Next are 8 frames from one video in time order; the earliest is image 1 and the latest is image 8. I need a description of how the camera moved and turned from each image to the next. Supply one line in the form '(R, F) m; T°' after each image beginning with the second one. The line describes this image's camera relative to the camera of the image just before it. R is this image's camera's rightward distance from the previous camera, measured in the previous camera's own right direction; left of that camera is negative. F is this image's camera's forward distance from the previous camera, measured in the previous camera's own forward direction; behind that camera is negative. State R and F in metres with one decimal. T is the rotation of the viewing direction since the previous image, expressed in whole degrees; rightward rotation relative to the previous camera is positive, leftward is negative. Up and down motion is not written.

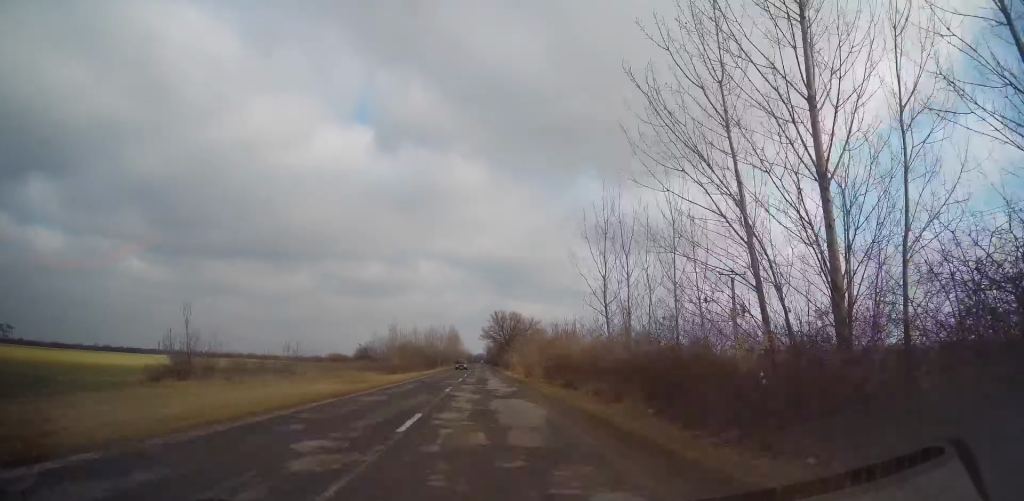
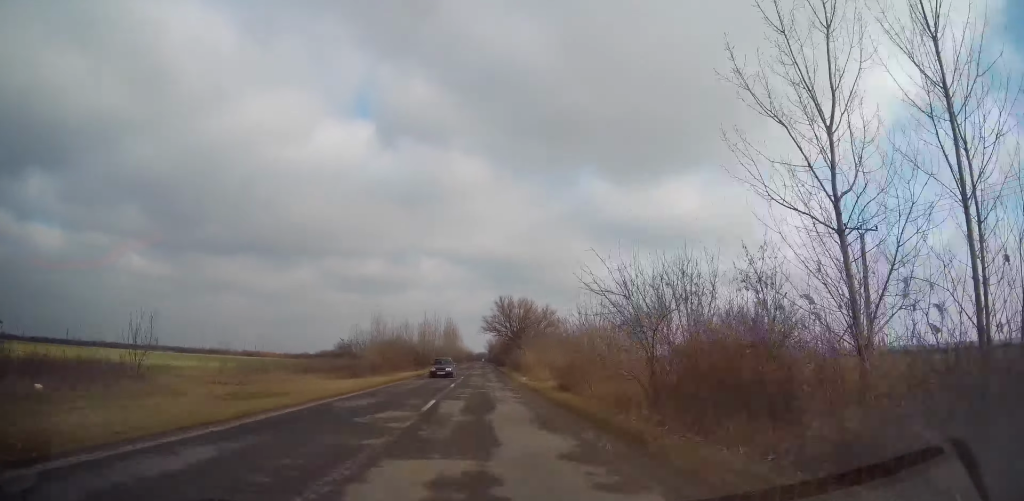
(0.0, +19.6) m; 0°
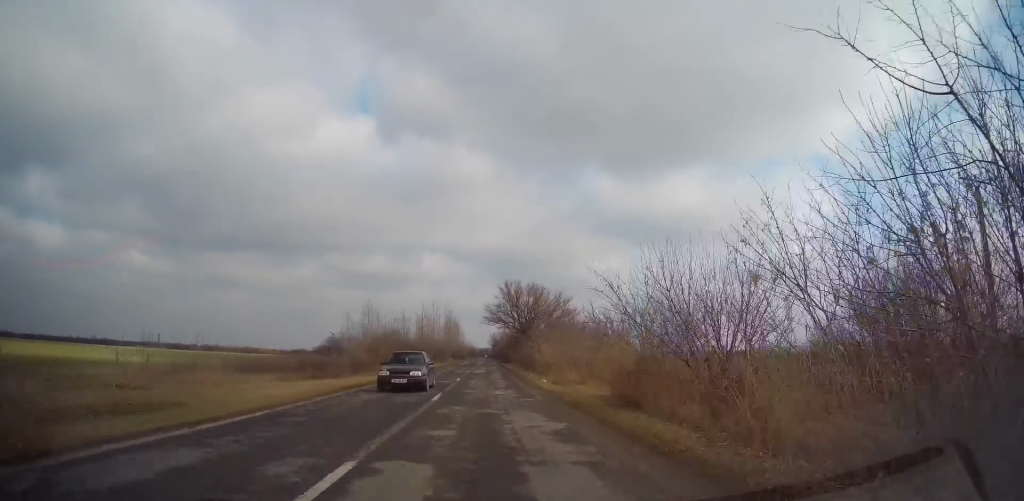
(+0.2, +10.2) m; 0°
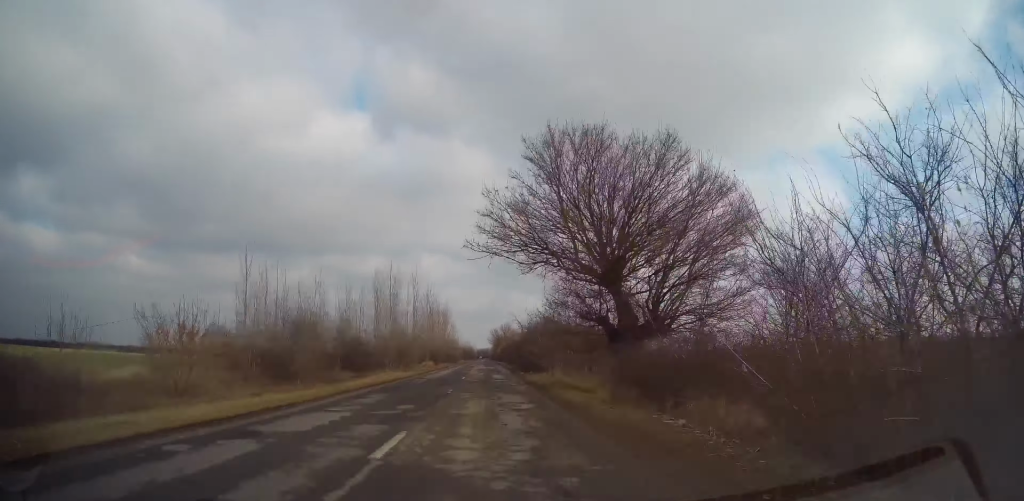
(-0.8, +43.6) m; -1°
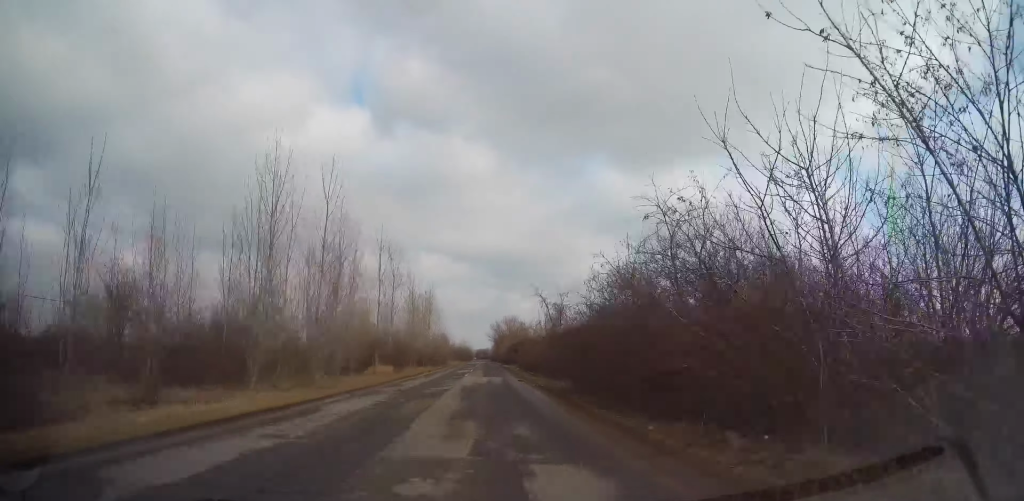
(+0.1, +31.4) m; 0°
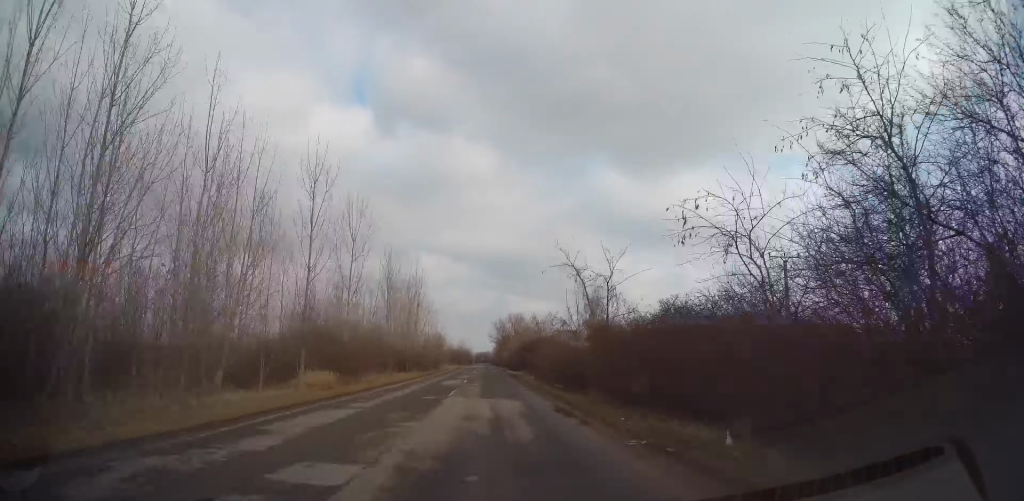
(0.0, +15.4) m; +1°
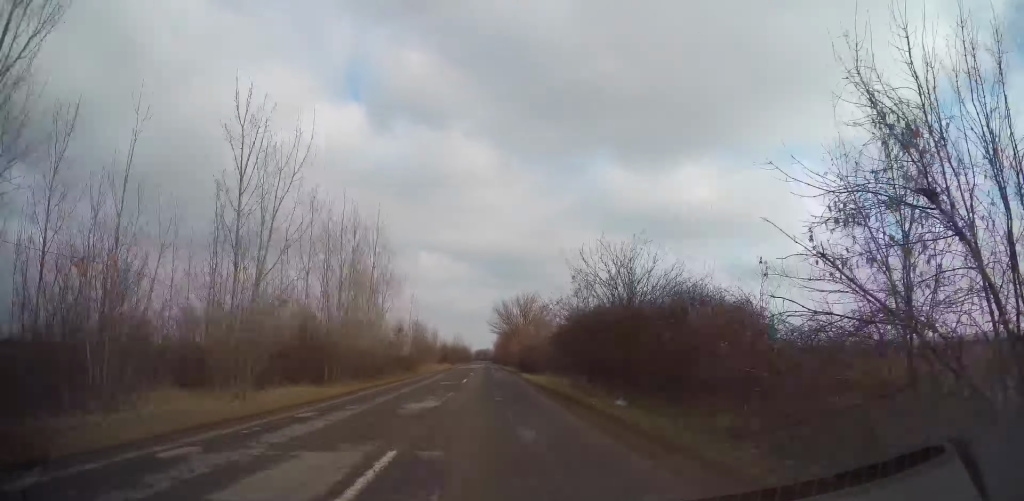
(+0.3, +26.0) m; +1°
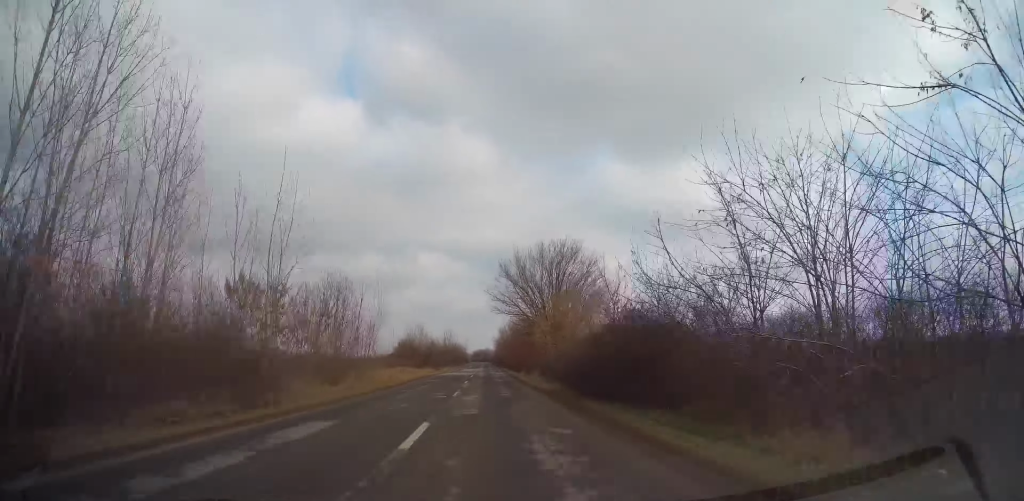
(-0.3, +31.8) m; -1°
